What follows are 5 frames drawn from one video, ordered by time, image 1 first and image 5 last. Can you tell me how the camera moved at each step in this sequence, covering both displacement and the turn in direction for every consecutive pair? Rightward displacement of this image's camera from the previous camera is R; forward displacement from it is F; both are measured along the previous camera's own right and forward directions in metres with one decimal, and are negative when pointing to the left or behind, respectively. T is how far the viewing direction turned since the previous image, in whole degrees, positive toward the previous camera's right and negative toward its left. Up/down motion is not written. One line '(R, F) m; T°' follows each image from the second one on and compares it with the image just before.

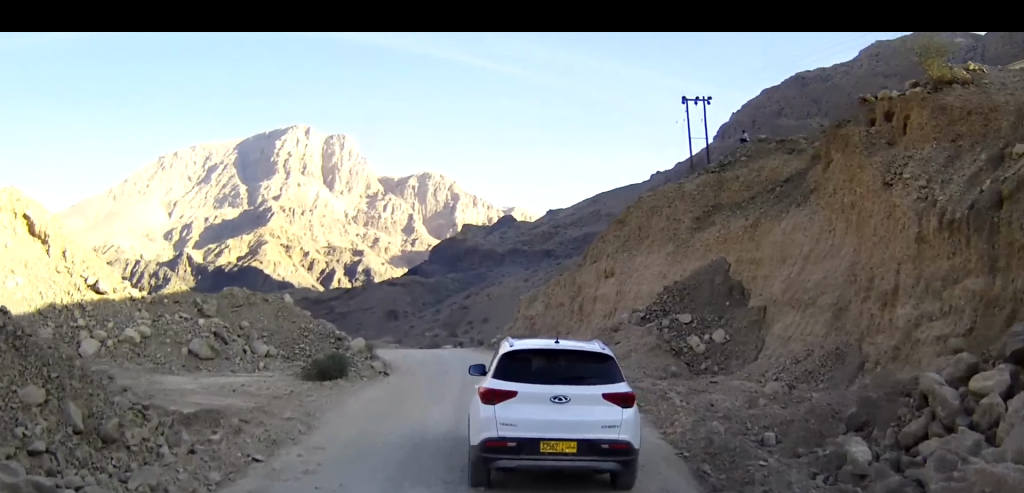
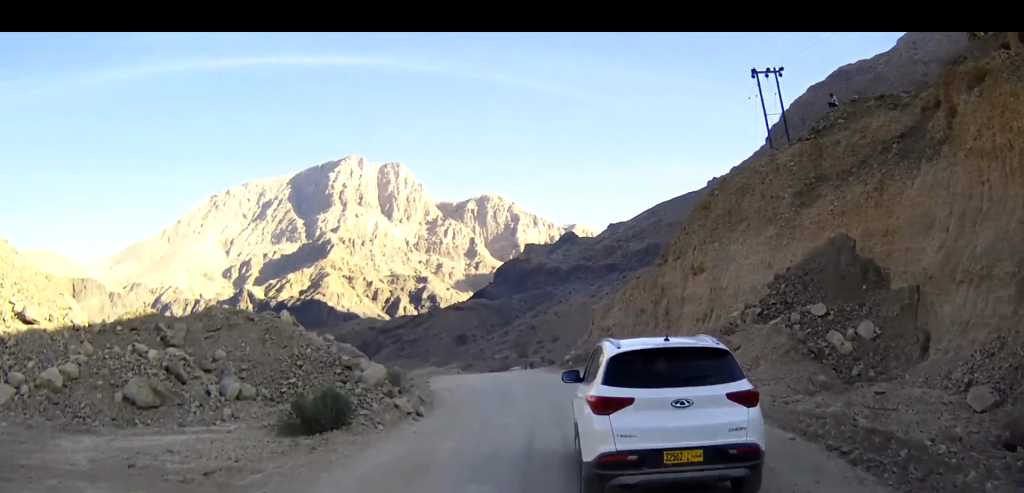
(-0.3, +7.0) m; -7°
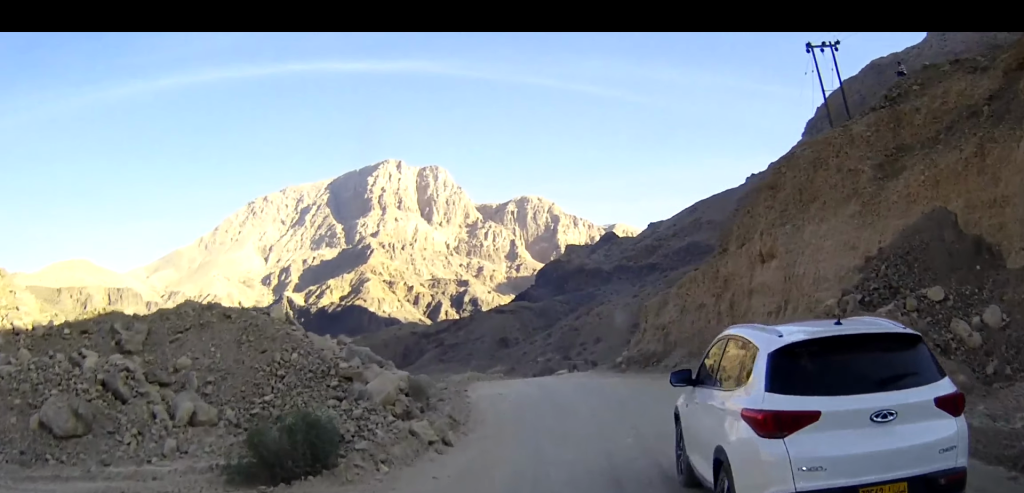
(-0.1, +3.9) m; -2°
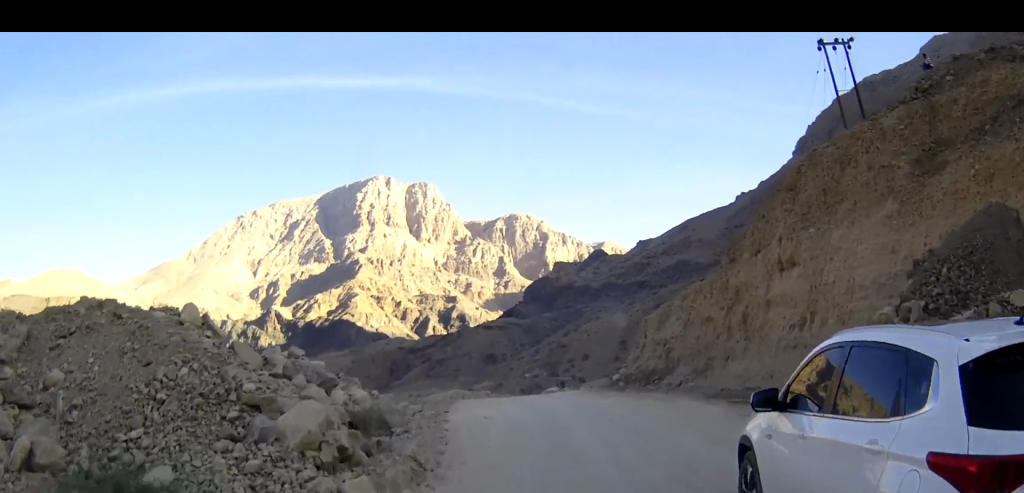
(0.0, +3.9) m; +1°
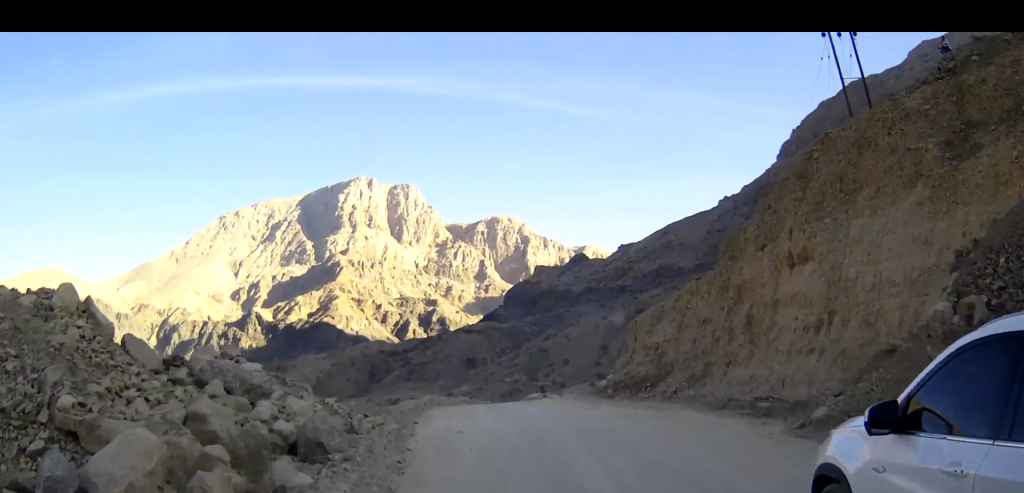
(+0.1, +3.3) m; +1°
